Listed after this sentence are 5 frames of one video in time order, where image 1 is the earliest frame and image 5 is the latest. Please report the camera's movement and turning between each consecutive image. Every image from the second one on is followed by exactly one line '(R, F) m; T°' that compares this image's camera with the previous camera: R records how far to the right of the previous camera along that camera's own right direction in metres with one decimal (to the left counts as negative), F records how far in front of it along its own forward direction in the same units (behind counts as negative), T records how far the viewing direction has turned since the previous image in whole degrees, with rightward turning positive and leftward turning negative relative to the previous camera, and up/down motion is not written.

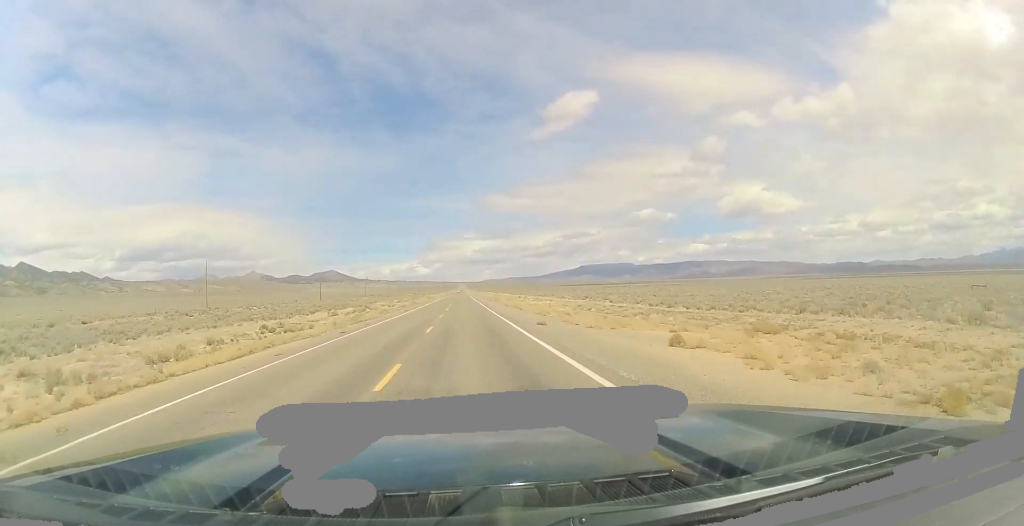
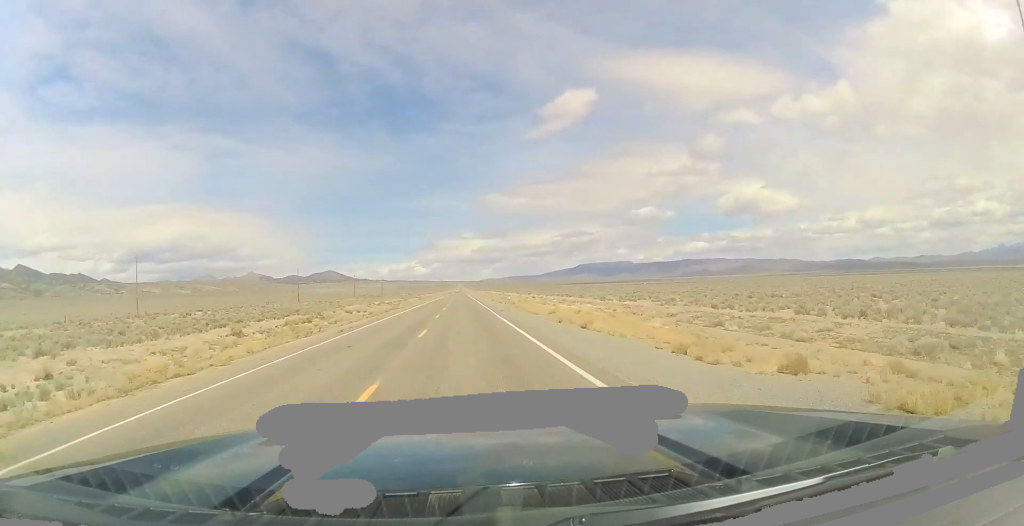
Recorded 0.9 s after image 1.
(-0.2, +29.8) m; +1°
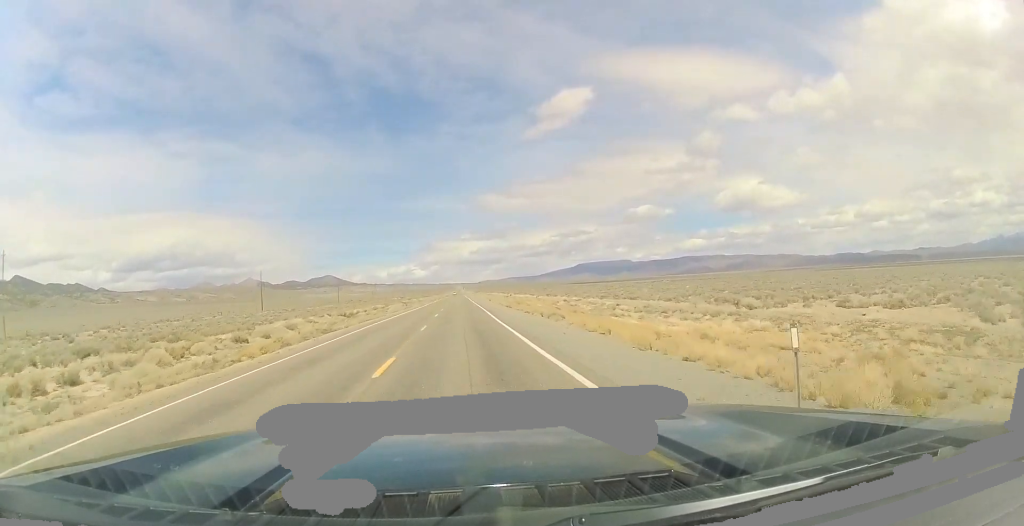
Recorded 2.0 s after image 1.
(+0.7, +36.5) m; 0°
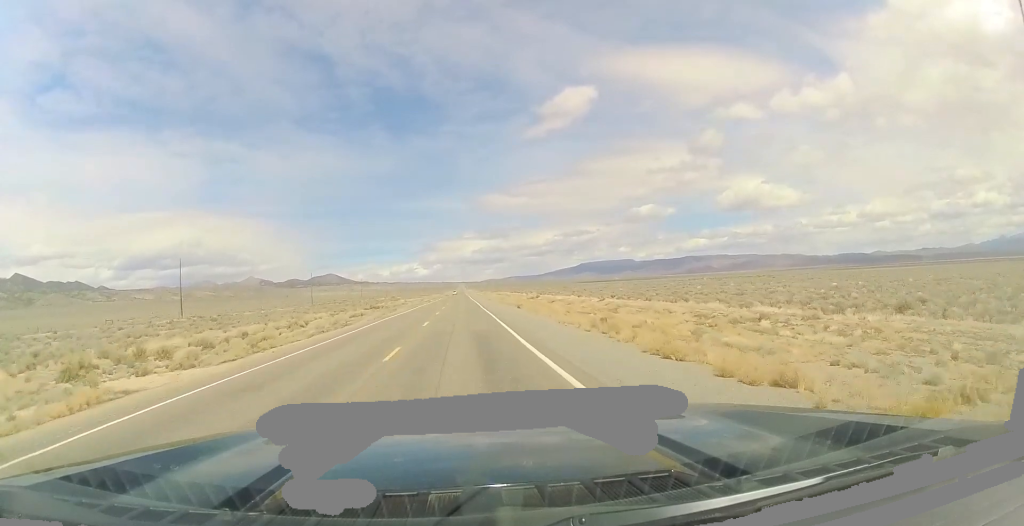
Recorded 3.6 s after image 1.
(-0.6, +52.0) m; 0°
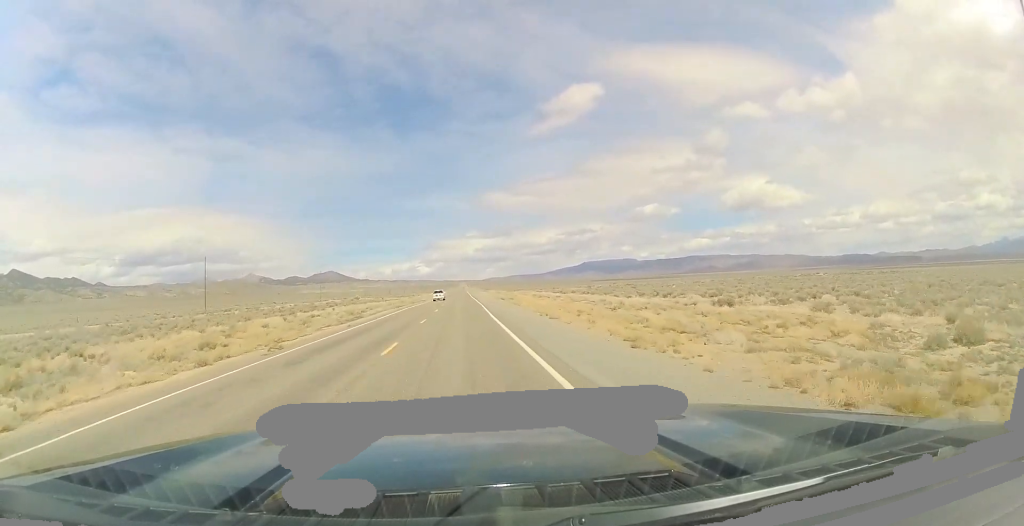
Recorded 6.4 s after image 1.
(+0.1, +95.1) m; 0°
